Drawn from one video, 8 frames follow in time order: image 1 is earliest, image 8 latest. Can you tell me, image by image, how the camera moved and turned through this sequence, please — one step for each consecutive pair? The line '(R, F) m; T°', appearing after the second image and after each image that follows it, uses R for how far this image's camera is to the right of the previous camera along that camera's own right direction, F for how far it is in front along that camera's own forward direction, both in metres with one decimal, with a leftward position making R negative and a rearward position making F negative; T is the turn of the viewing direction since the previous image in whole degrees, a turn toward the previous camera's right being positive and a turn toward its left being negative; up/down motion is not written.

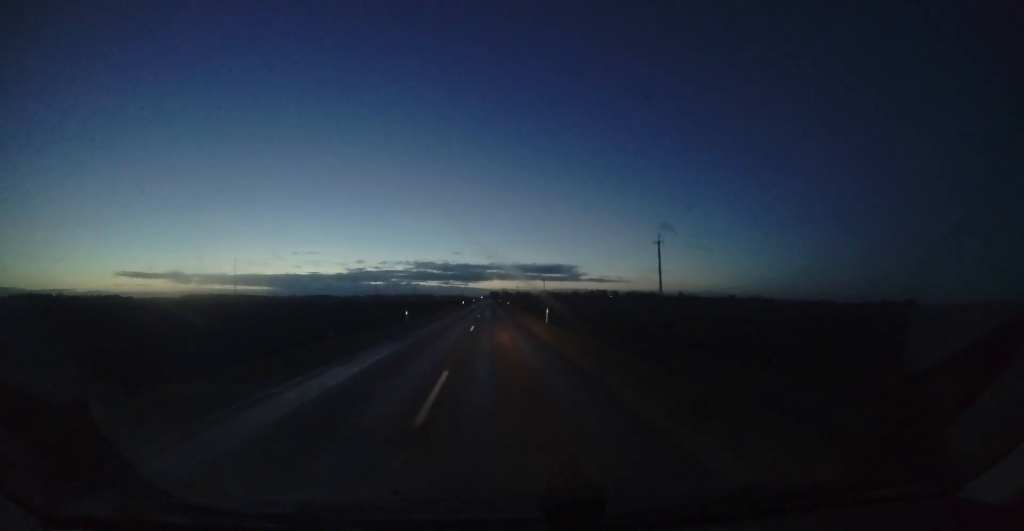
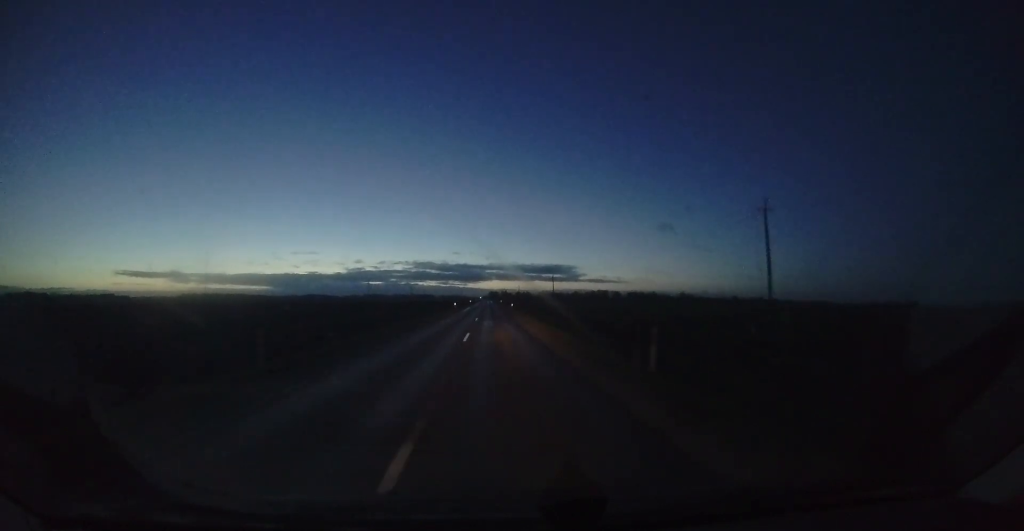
(-0.1, +15.5) m; 0°
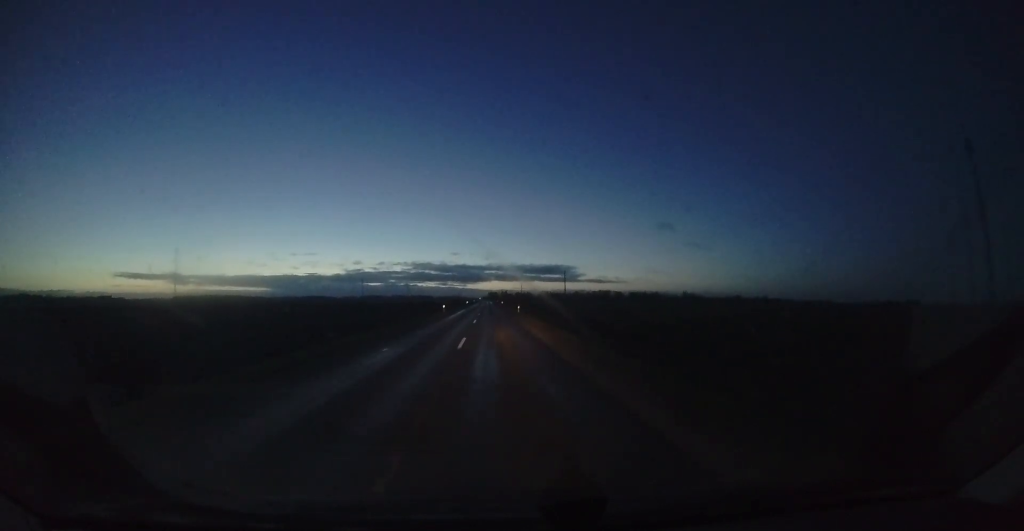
(0.0, +13.7) m; 0°
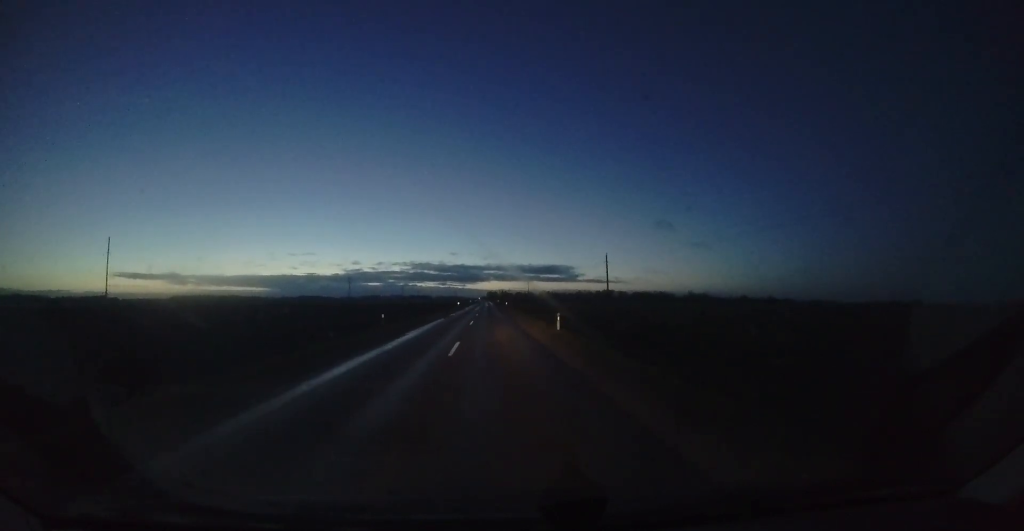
(+0.1, +25.4) m; +1°
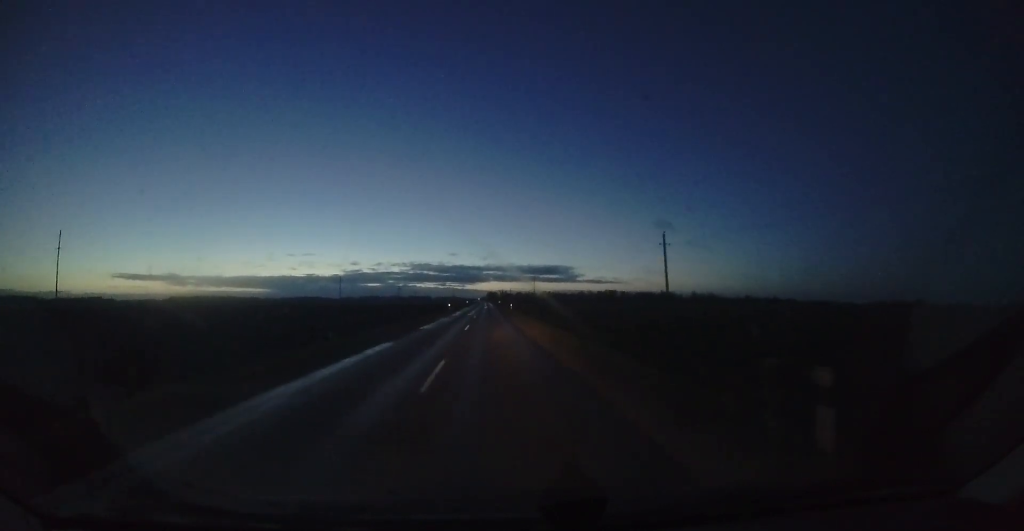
(+0.1, +15.4) m; 0°
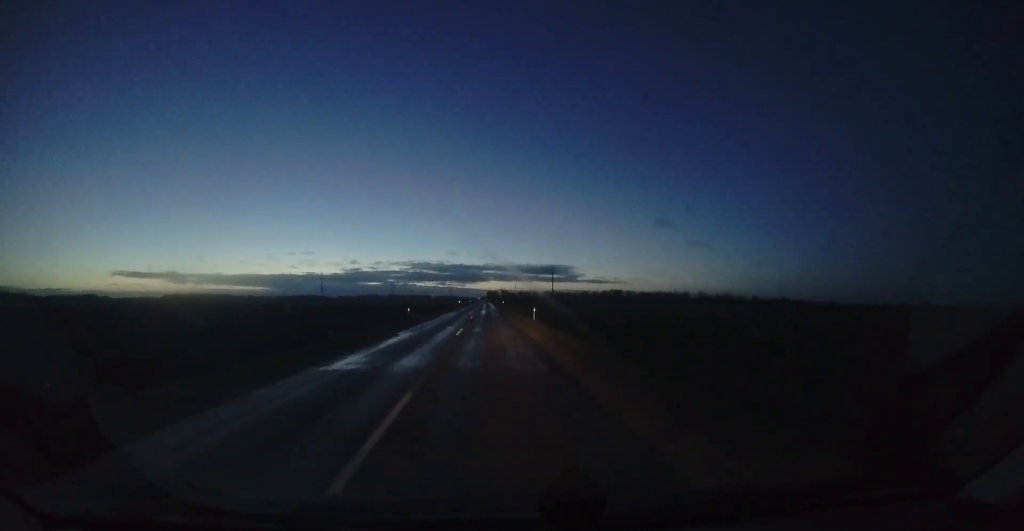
(0.0, +27.1) m; -1°
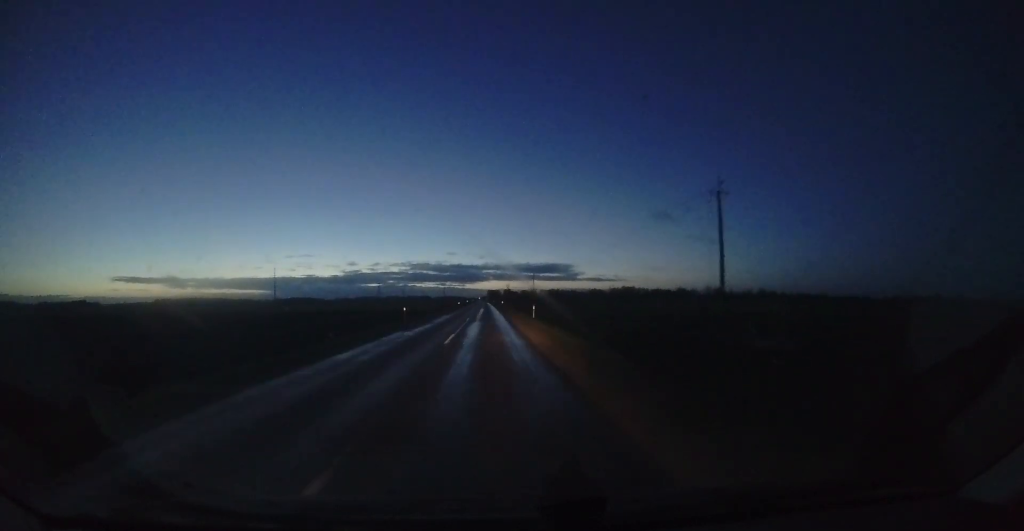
(-0.4, +50.6) m; -1°
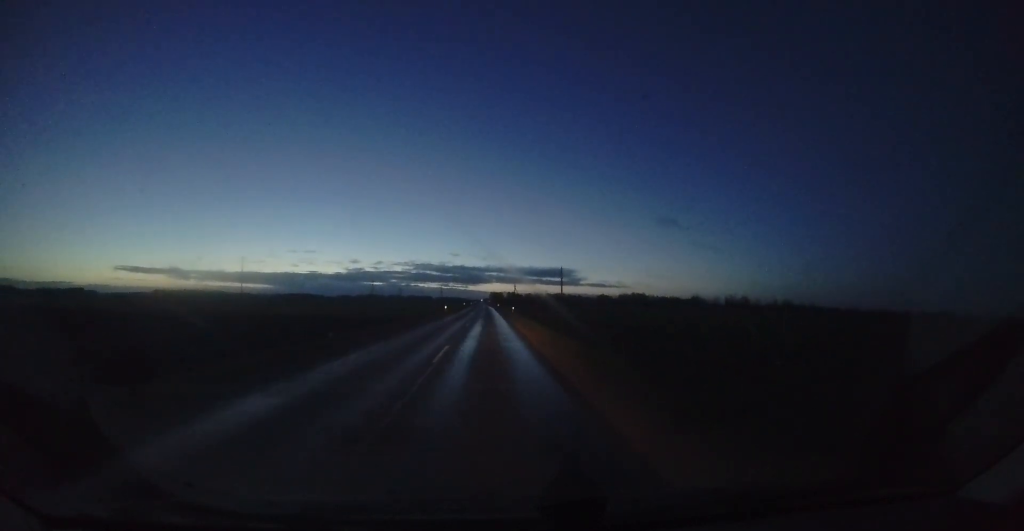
(-0.1, +26.9) m; 0°
